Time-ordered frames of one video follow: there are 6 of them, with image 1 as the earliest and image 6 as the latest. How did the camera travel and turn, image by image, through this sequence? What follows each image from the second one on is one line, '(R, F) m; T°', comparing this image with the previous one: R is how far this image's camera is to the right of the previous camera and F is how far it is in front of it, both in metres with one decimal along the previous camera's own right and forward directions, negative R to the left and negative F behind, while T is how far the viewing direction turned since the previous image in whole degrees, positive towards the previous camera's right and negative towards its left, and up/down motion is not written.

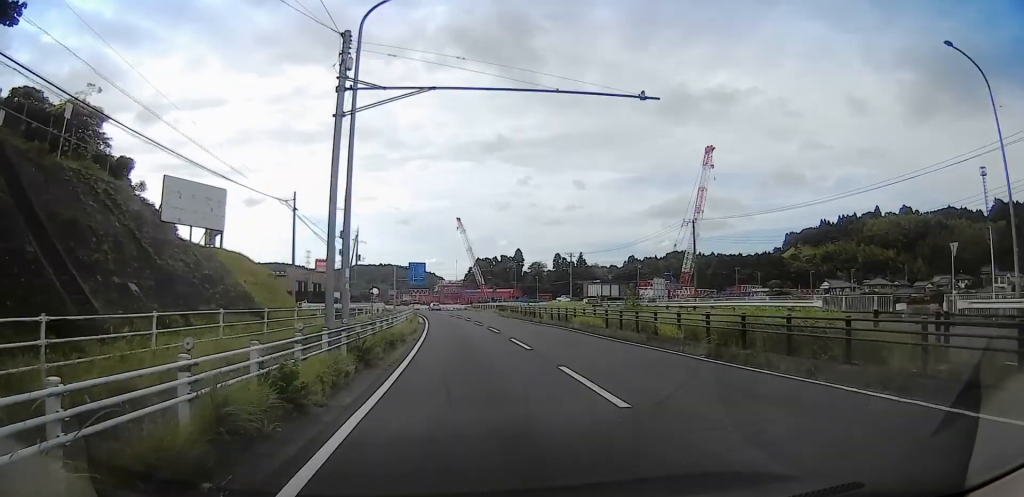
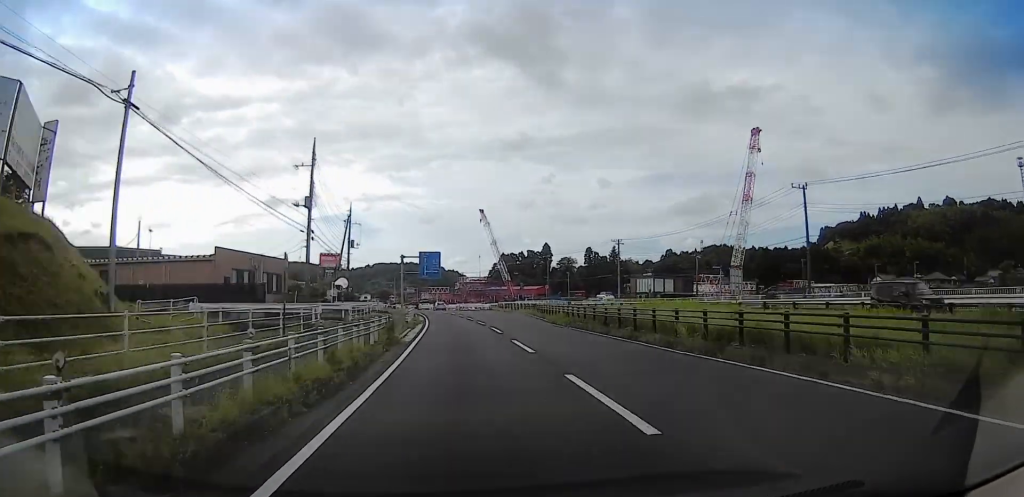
(0.0, +21.0) m; -1°
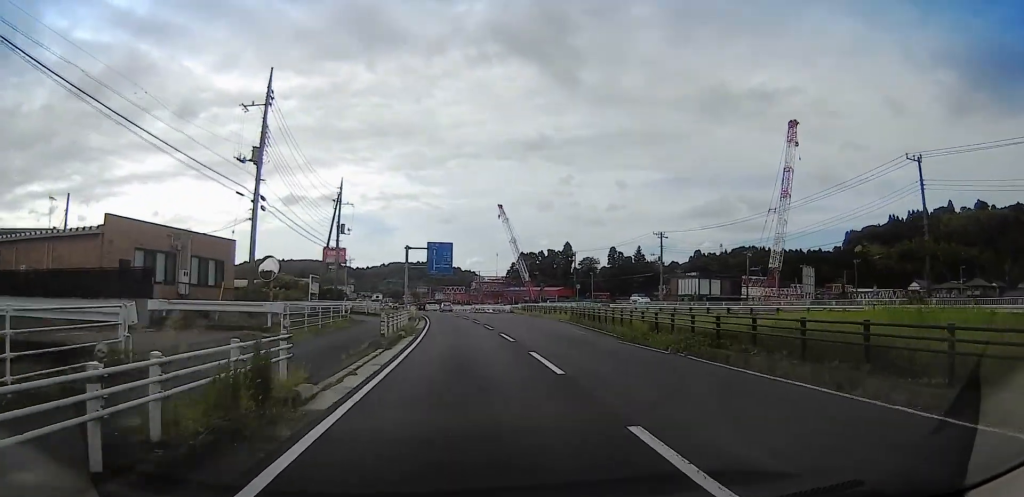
(-0.3, +15.7) m; -4°
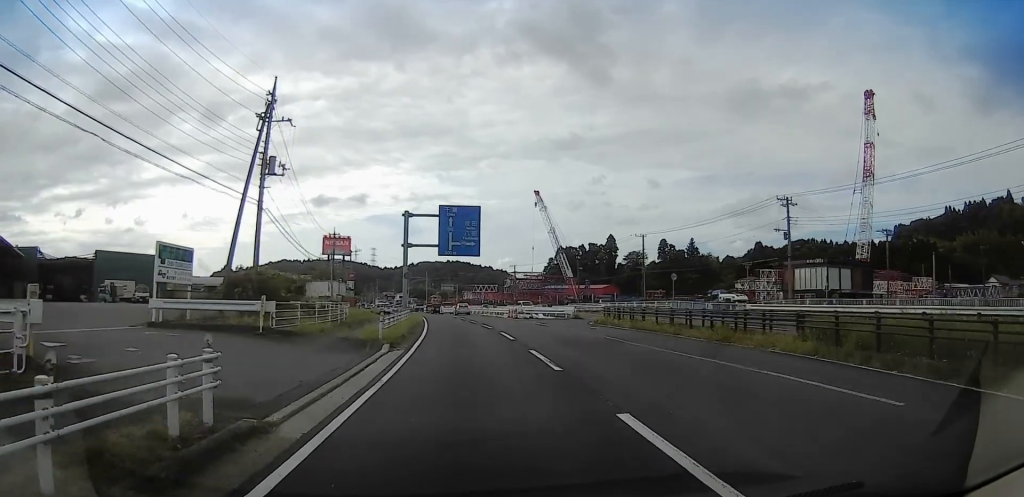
(-1.7, +29.8) m; -3°
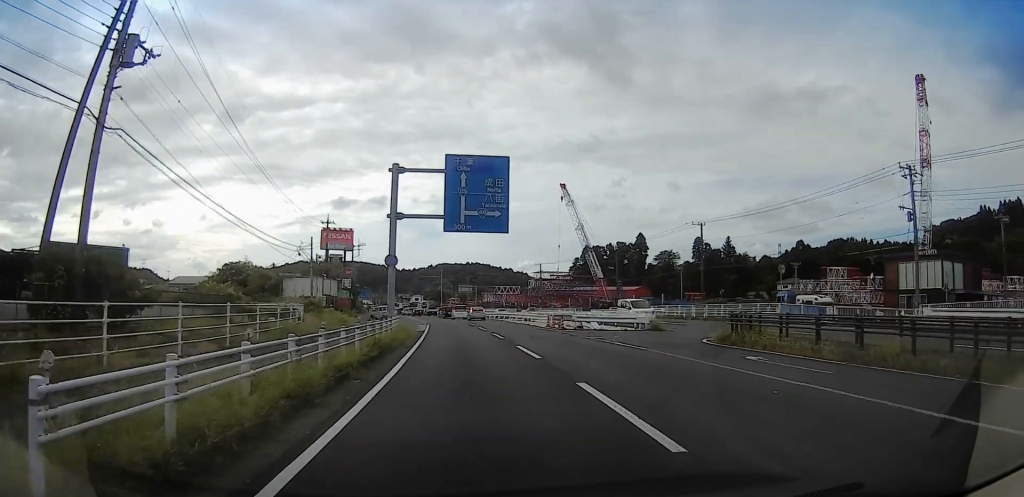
(+0.3, +17.5) m; 0°
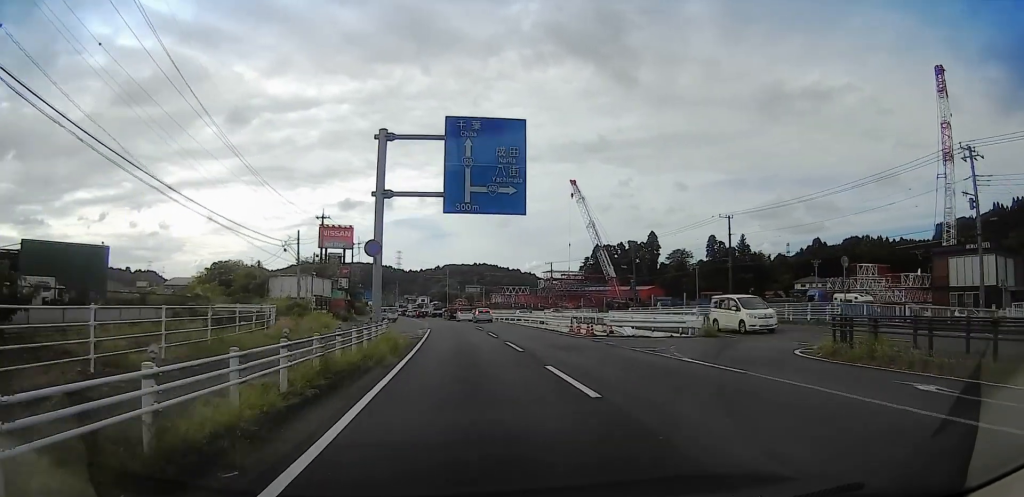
(0.0, +6.6) m; -1°
